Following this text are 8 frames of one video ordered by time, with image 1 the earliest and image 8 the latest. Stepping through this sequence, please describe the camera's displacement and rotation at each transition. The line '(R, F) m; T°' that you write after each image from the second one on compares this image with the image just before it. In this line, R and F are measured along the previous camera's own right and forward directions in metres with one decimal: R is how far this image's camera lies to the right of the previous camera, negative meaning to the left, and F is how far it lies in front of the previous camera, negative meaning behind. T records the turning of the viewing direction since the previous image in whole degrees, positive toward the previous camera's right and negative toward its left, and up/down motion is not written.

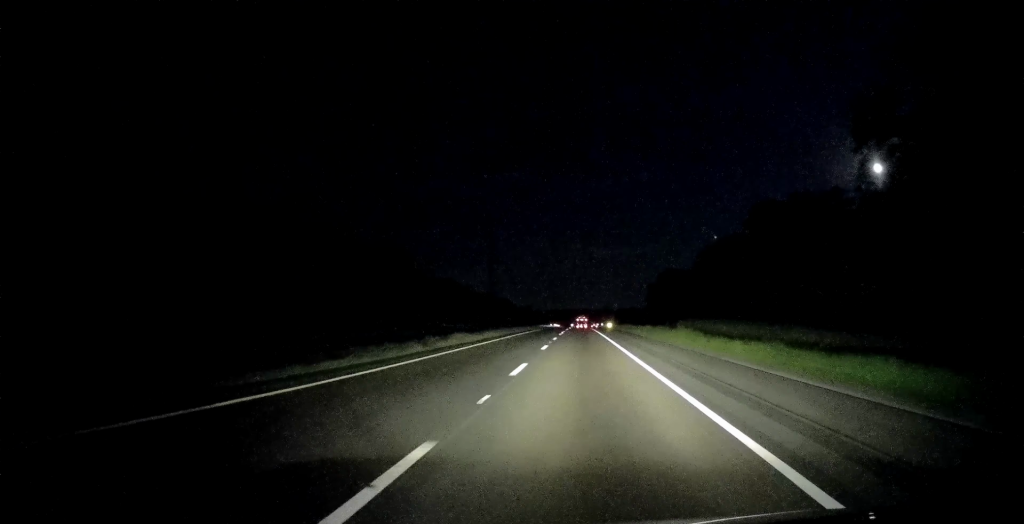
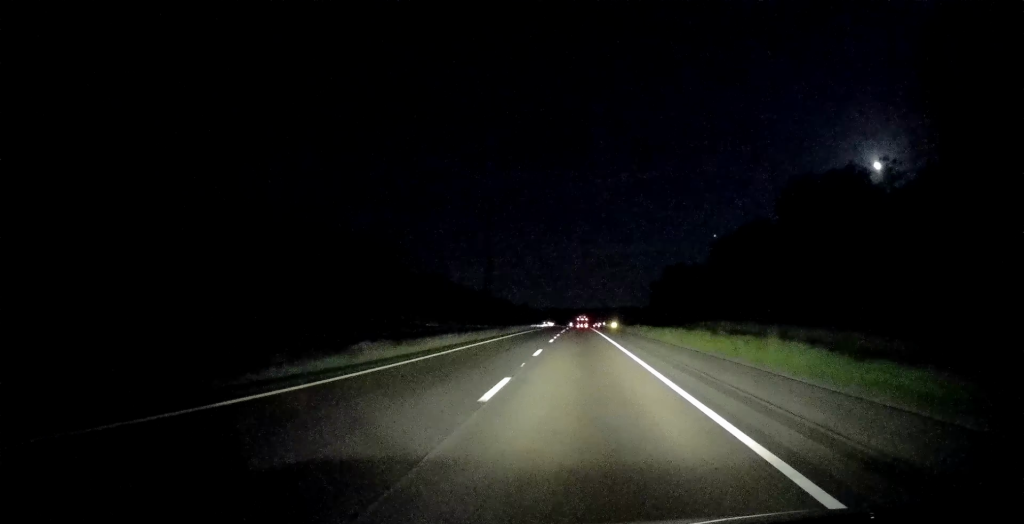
(+0.3, +16.5) m; 0°
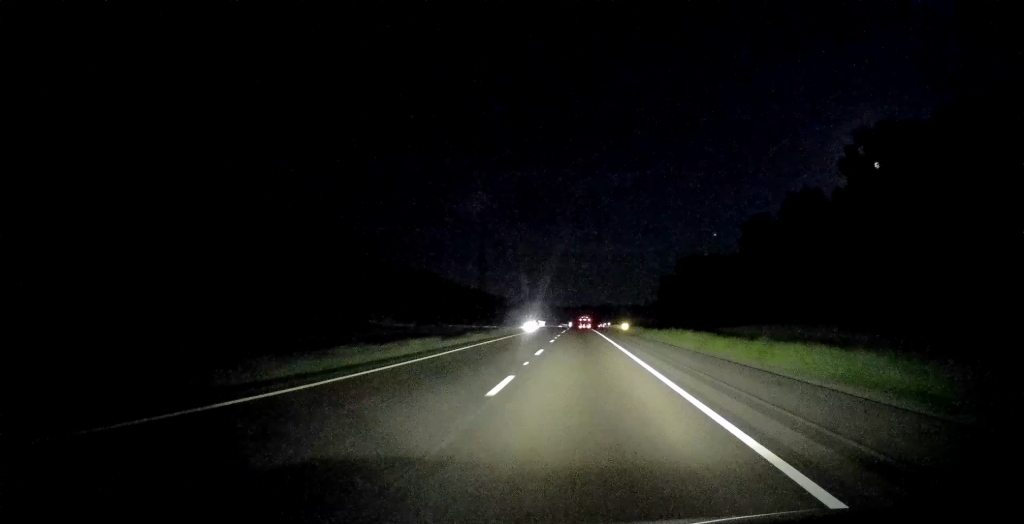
(-0.4, +23.1) m; 0°
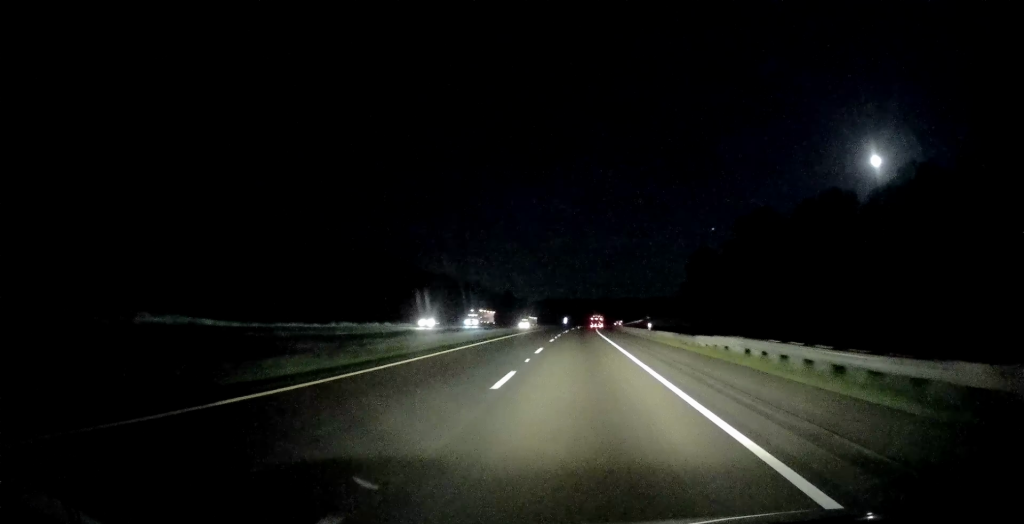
(-0.1, +70.4) m; 0°
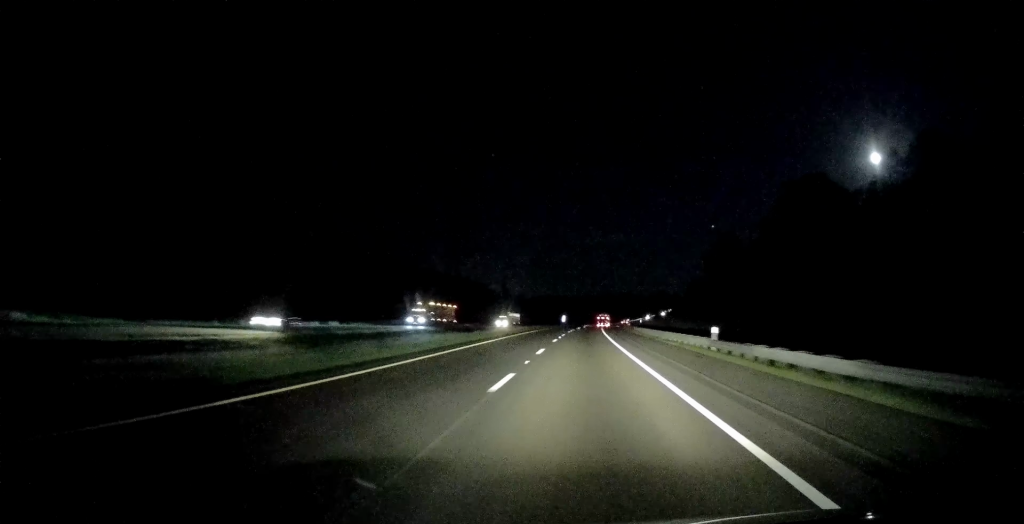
(+0.3, +23.8) m; 0°
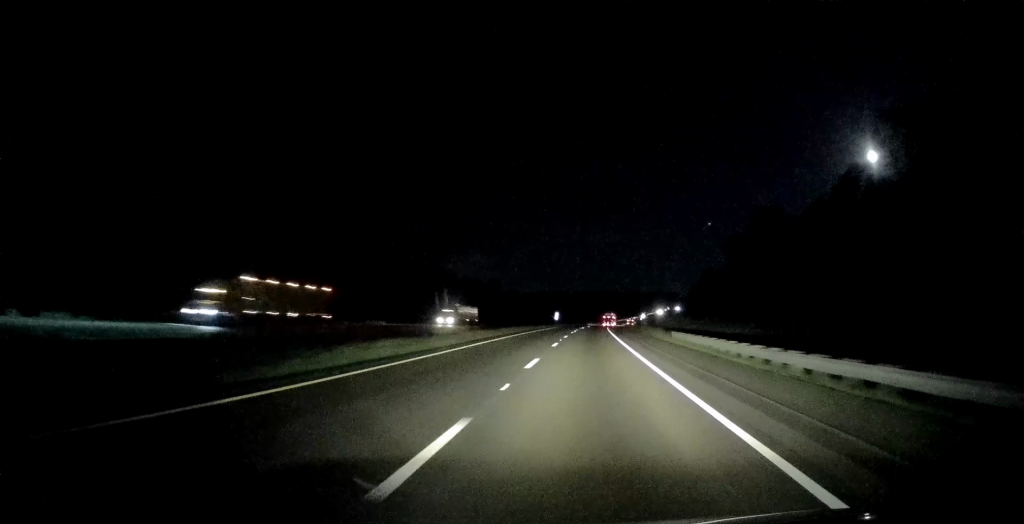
(0.0, +30.2) m; 0°
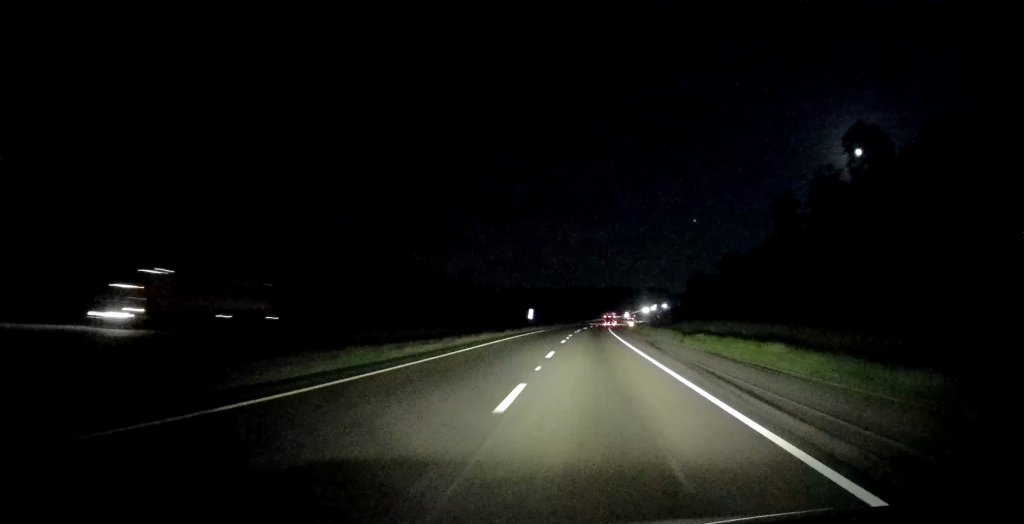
(0.0, +42.0) m; +1°
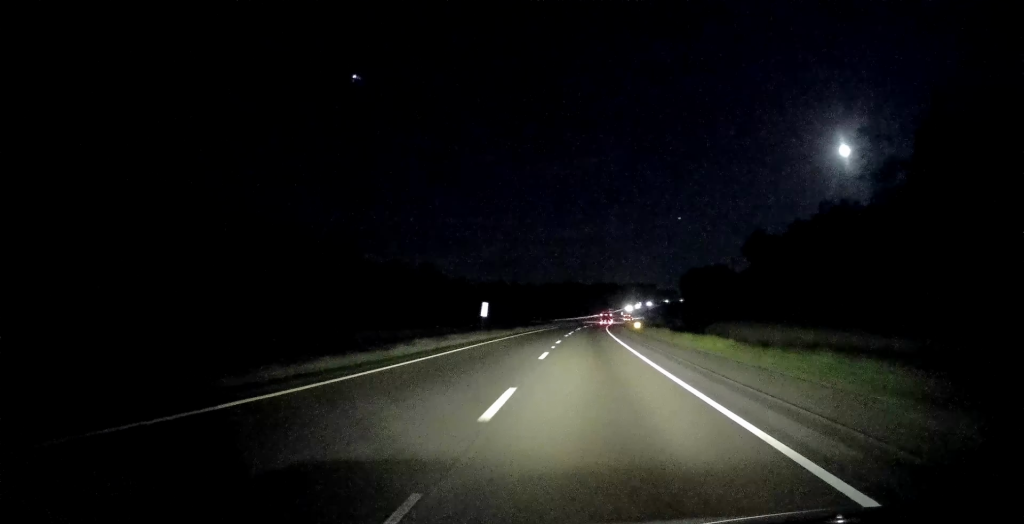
(+0.2, +33.1) m; +1°
